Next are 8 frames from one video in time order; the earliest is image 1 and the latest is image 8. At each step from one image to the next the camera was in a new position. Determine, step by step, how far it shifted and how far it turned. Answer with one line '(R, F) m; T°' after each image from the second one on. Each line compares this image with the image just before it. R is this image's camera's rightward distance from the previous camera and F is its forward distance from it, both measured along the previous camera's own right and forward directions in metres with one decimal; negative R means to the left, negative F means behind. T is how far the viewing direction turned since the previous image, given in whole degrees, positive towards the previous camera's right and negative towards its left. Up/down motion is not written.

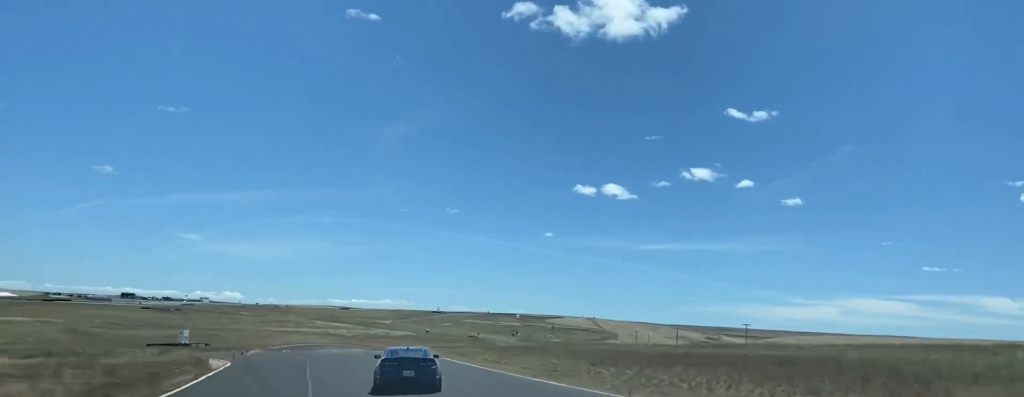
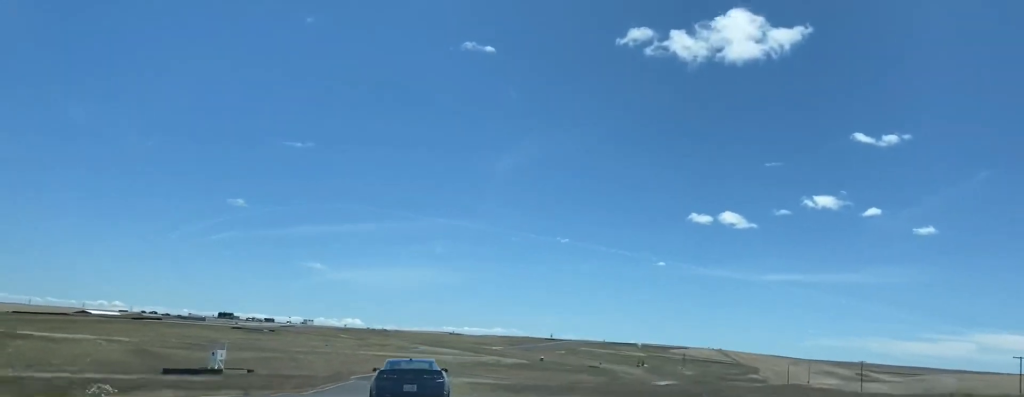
(-4.0, +55.4) m; -7°
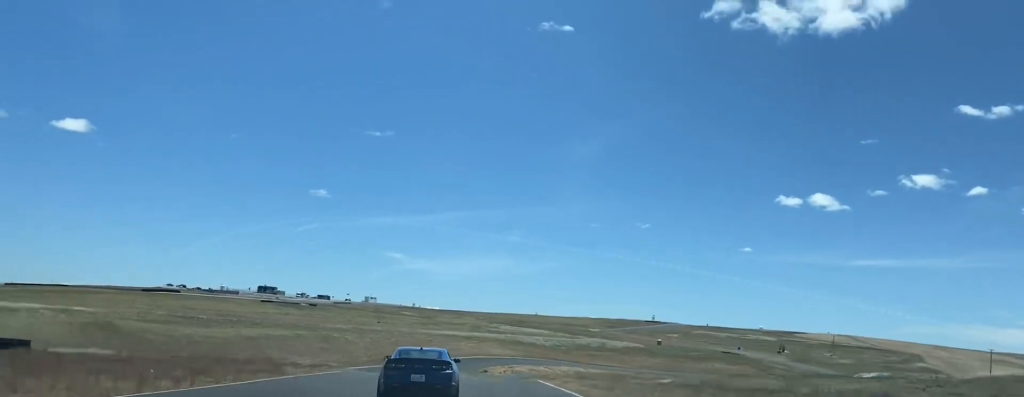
(-4.7, +83.9) m; -5°
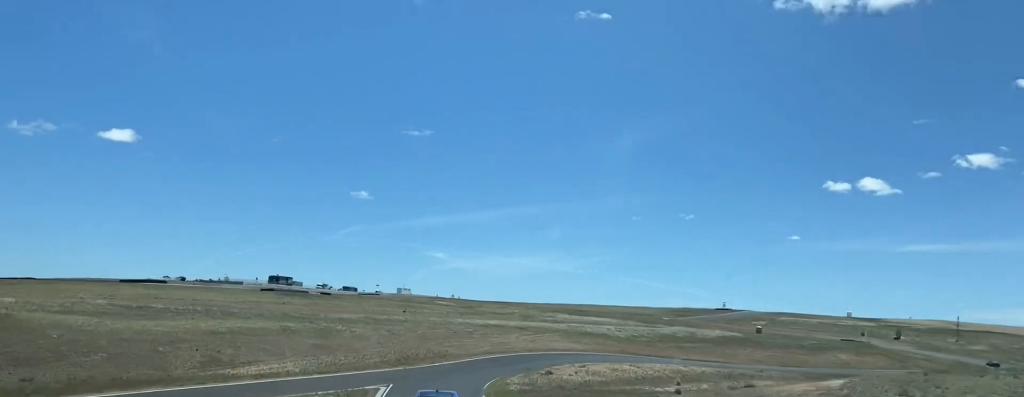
(-1.2, +56.1) m; -3°
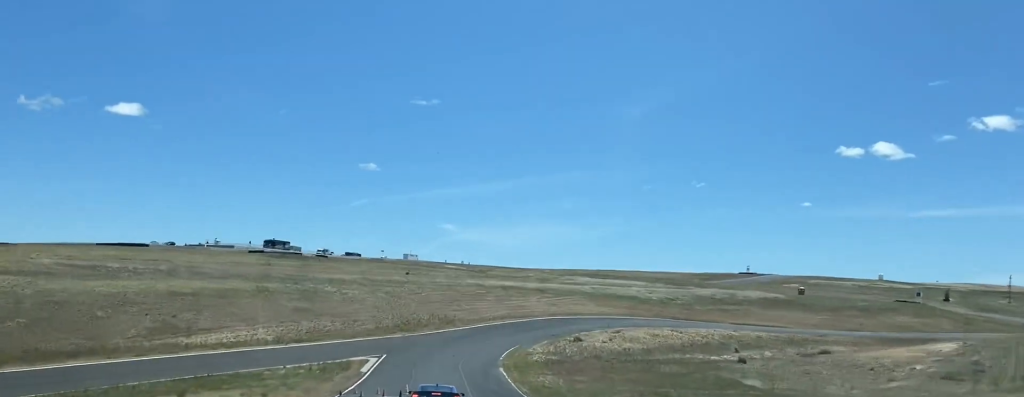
(-0.2, +20.7) m; -1°
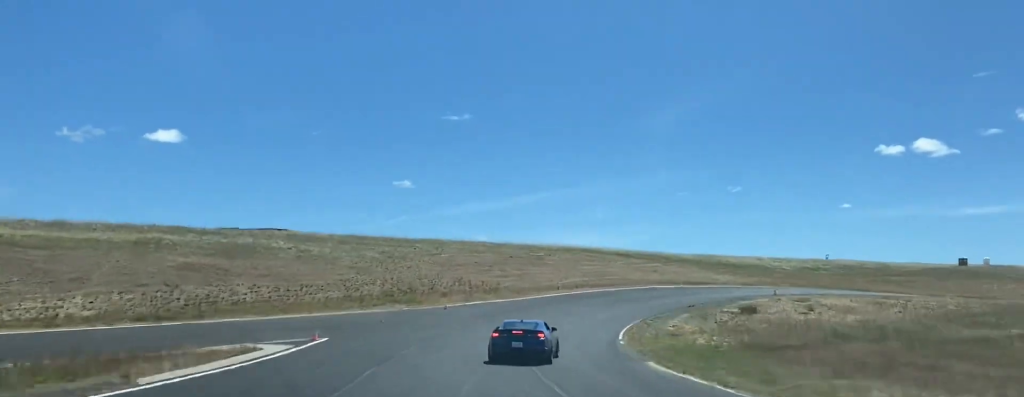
(-1.4, +51.7) m; +1°
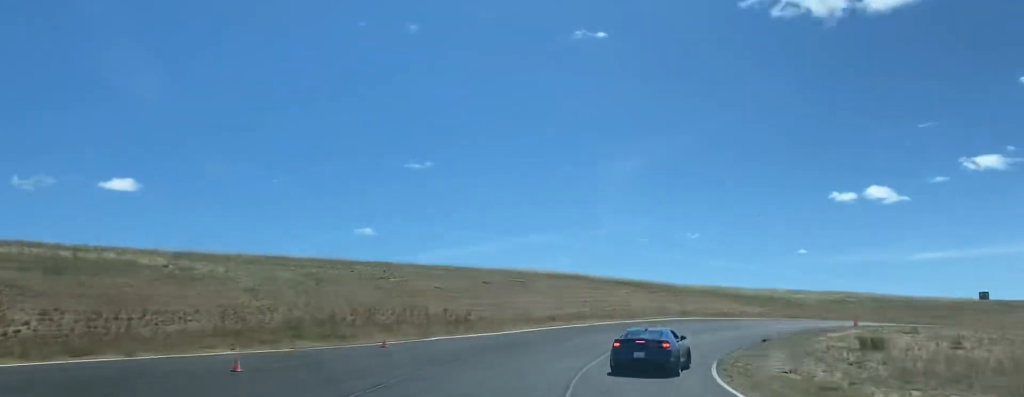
(+0.2, +21.7) m; +5°
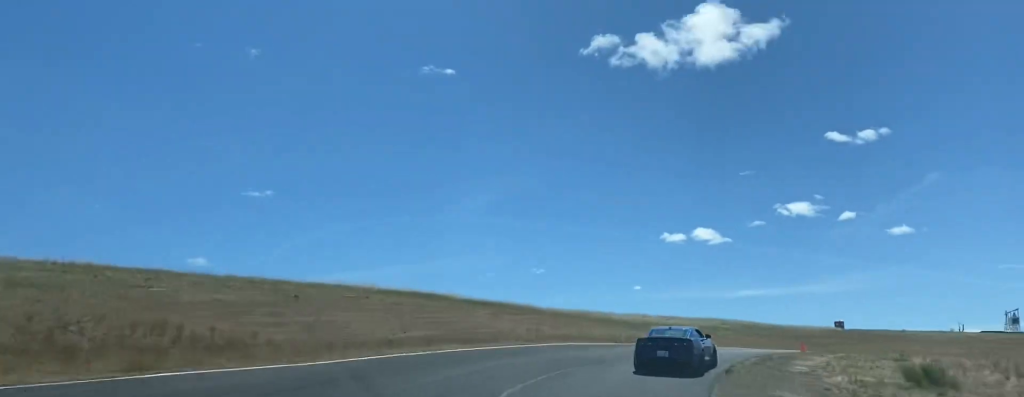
(+0.5, +18.1) m; +8°
